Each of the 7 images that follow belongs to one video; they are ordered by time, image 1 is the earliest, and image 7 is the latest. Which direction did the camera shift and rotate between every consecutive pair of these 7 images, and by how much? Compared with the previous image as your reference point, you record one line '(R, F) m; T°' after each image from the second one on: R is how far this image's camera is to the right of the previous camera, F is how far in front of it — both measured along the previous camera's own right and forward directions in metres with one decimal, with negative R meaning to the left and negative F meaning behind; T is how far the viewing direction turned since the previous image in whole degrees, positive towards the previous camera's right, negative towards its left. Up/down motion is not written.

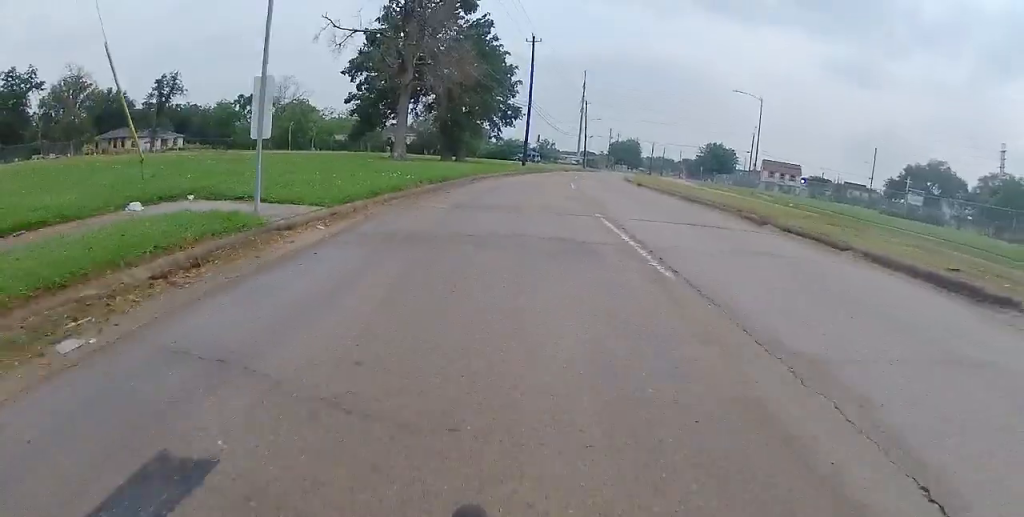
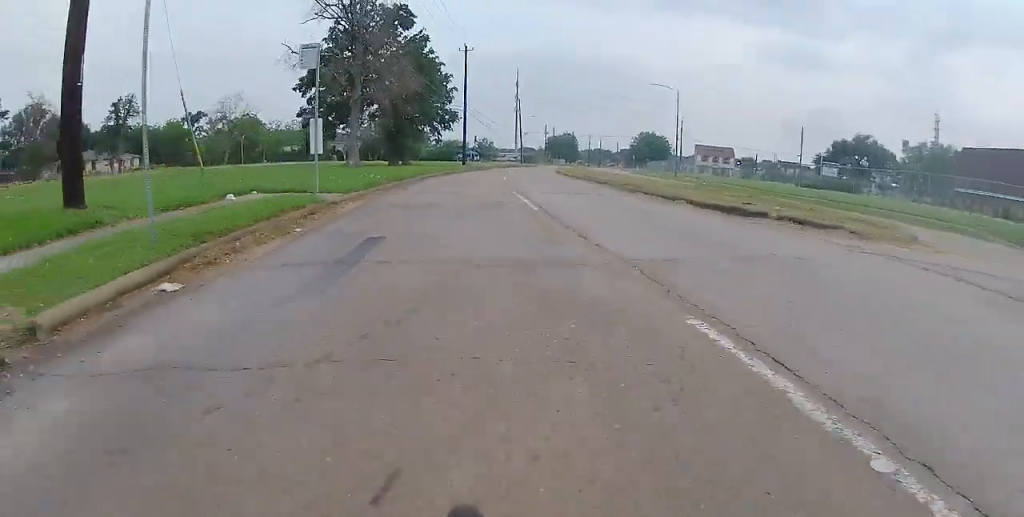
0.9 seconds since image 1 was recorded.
(0.0, +5.1) m; 0°
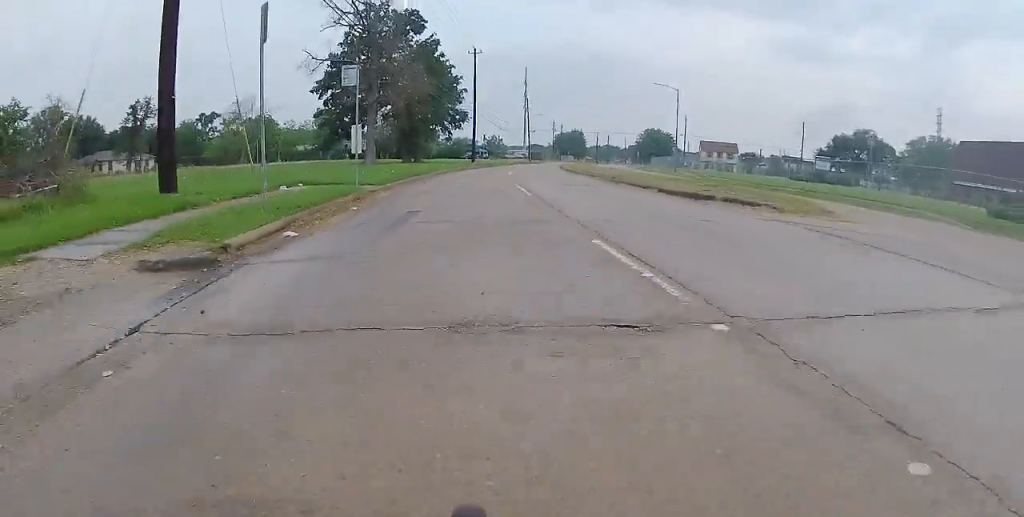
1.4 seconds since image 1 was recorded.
(0.0, +2.9) m; 0°
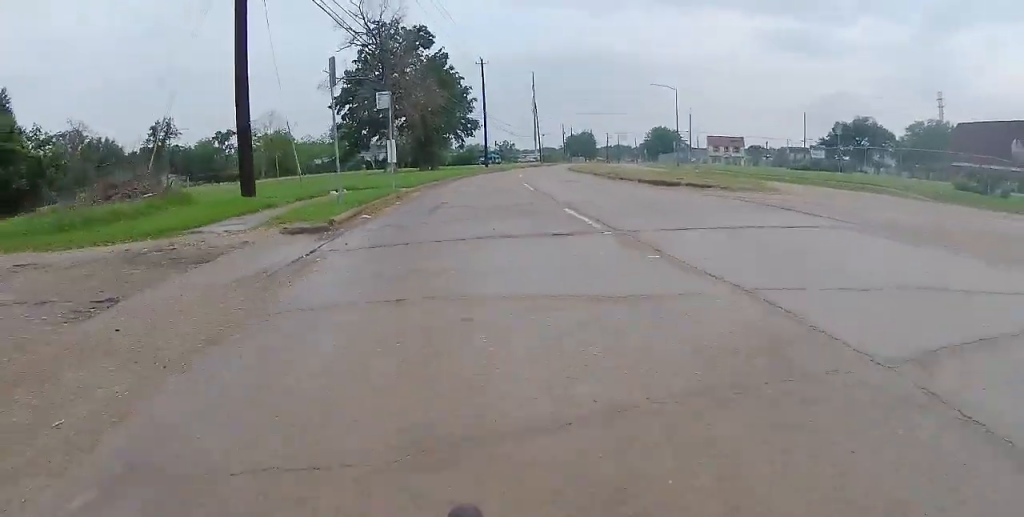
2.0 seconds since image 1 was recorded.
(0.0, +3.5) m; 0°
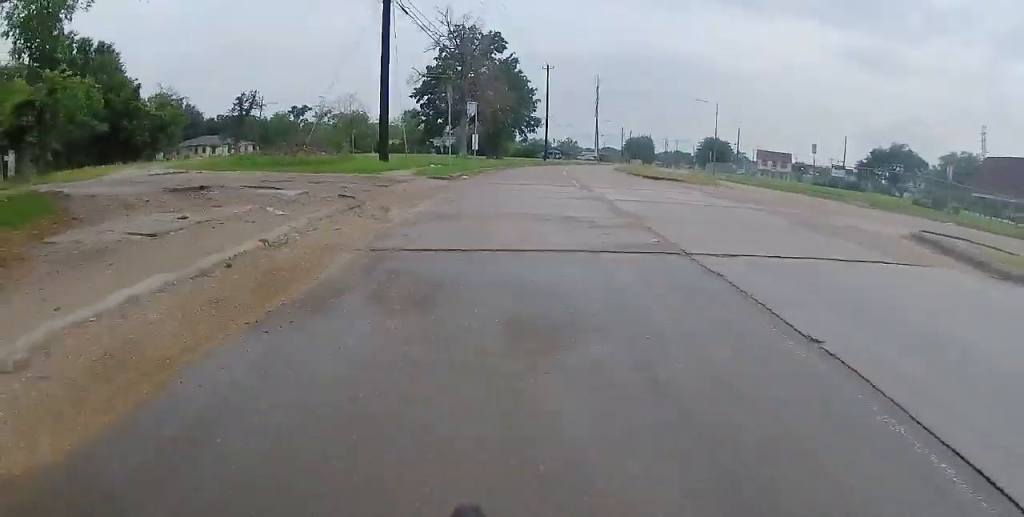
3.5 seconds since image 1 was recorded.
(0.0, +8.7) m; -1°
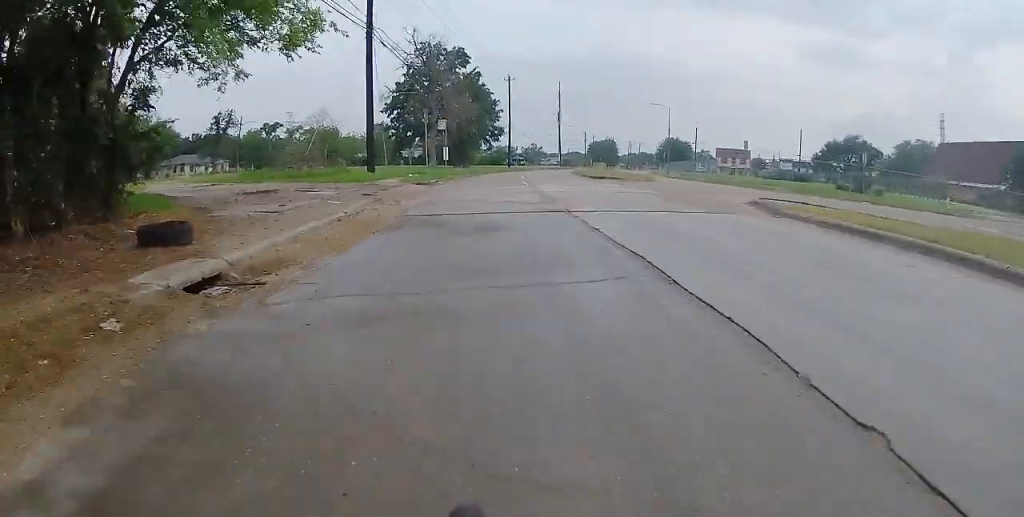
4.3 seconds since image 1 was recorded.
(0.0, +4.9) m; -3°
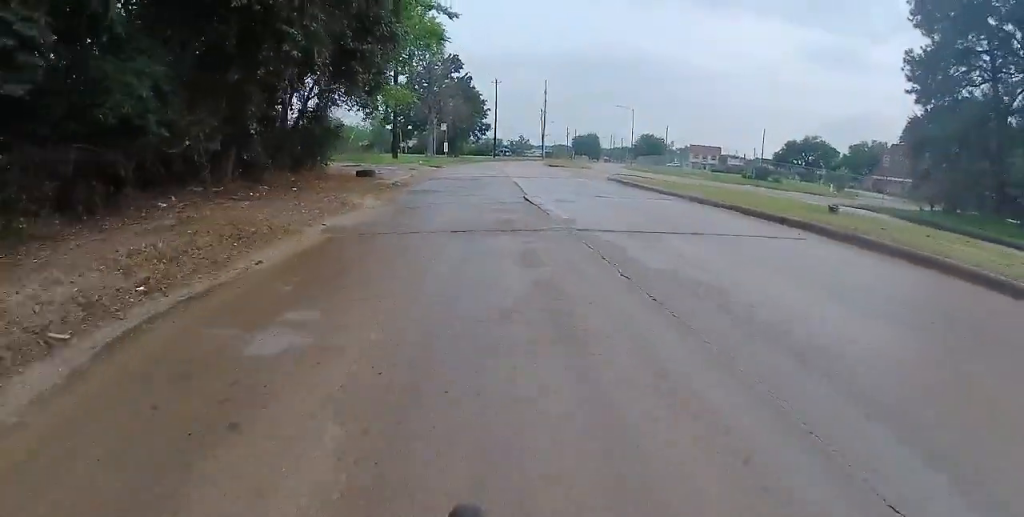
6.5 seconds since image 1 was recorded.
(-0.4, +13.4) m; +2°
